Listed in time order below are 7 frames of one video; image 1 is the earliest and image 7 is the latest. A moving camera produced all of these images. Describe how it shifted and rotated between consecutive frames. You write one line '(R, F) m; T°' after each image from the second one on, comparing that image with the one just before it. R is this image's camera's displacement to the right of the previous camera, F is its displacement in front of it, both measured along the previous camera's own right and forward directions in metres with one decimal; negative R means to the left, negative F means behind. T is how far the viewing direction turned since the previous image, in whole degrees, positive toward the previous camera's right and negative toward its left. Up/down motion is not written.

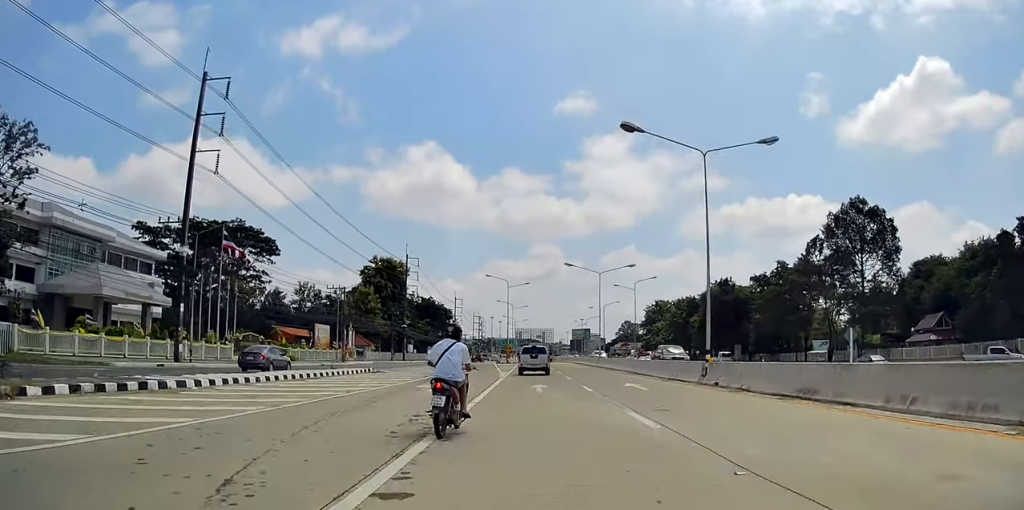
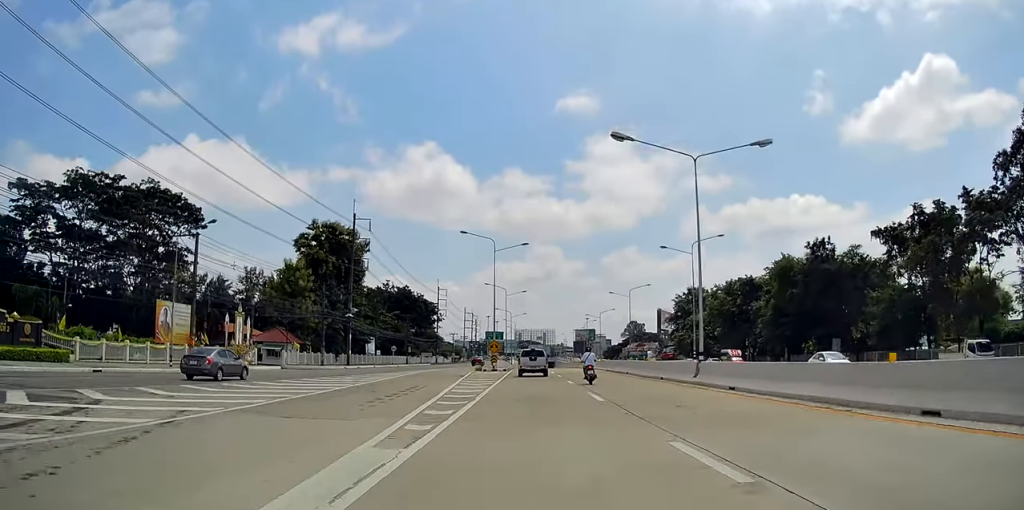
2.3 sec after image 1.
(+0.1, +36.0) m; +2°
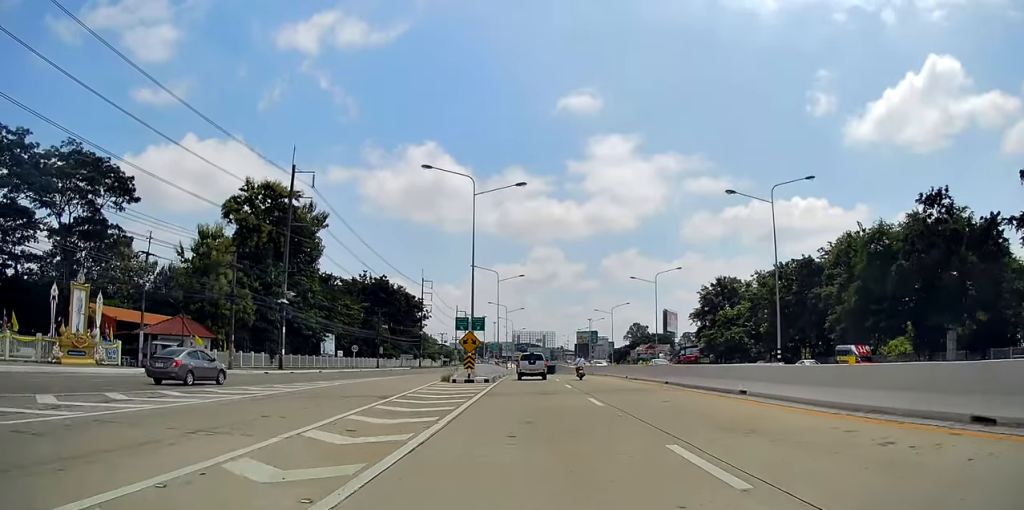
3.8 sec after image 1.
(-0.3, +22.4) m; -2°
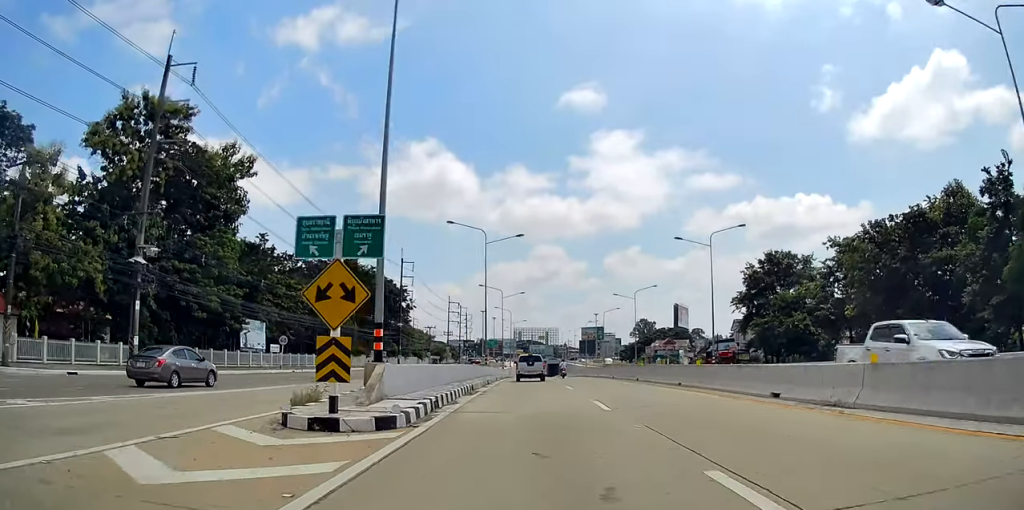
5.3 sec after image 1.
(-0.2, +23.9) m; -1°
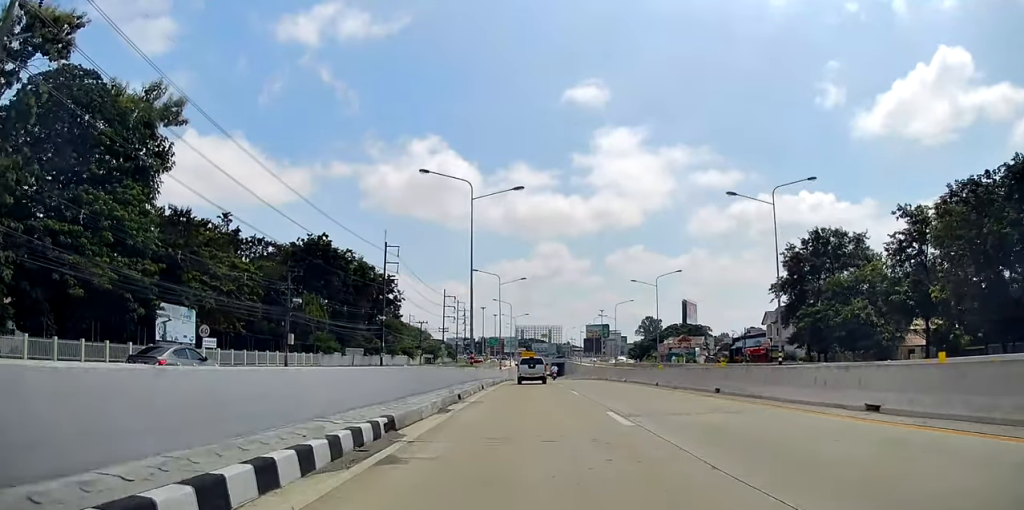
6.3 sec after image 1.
(-0.1, +14.9) m; 0°
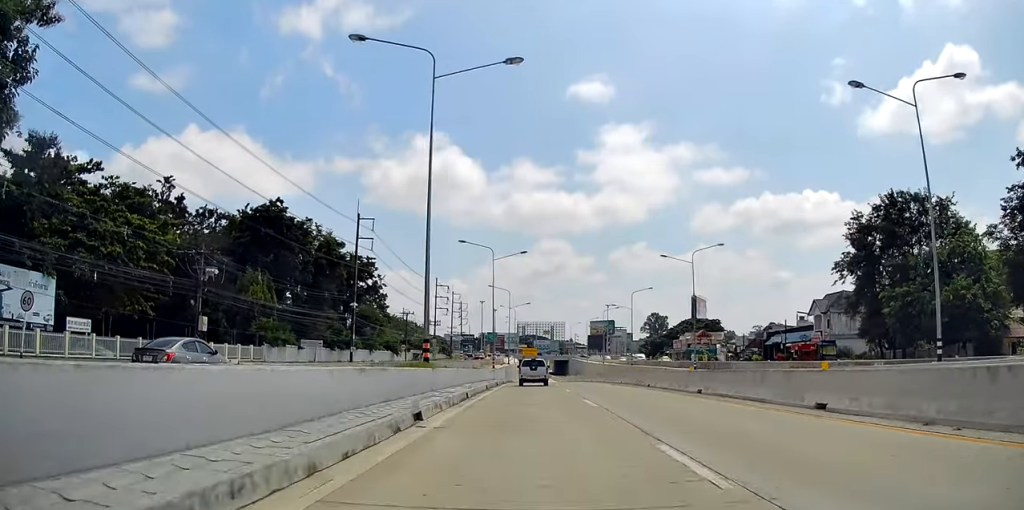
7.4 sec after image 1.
(0.0, +17.6) m; 0°
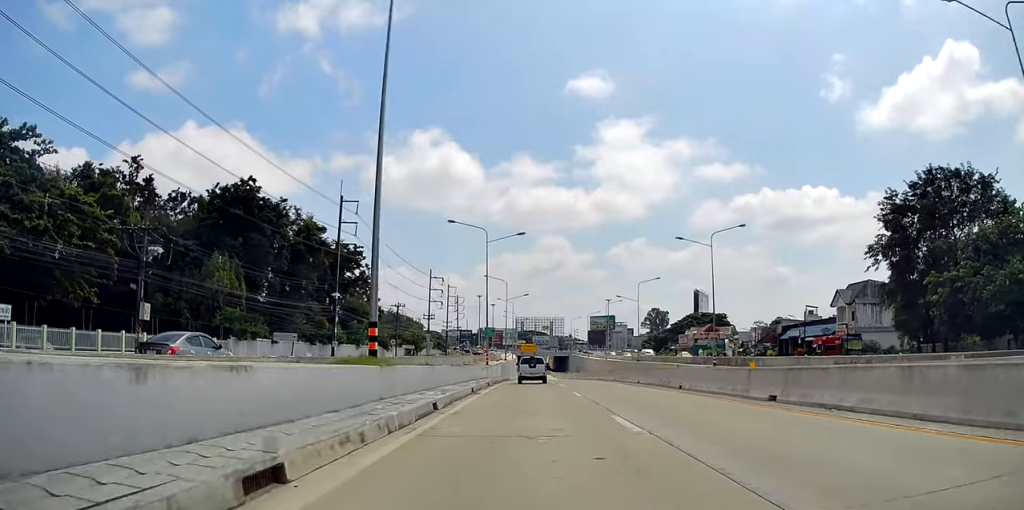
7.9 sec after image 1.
(0.0, +7.3) m; 0°
